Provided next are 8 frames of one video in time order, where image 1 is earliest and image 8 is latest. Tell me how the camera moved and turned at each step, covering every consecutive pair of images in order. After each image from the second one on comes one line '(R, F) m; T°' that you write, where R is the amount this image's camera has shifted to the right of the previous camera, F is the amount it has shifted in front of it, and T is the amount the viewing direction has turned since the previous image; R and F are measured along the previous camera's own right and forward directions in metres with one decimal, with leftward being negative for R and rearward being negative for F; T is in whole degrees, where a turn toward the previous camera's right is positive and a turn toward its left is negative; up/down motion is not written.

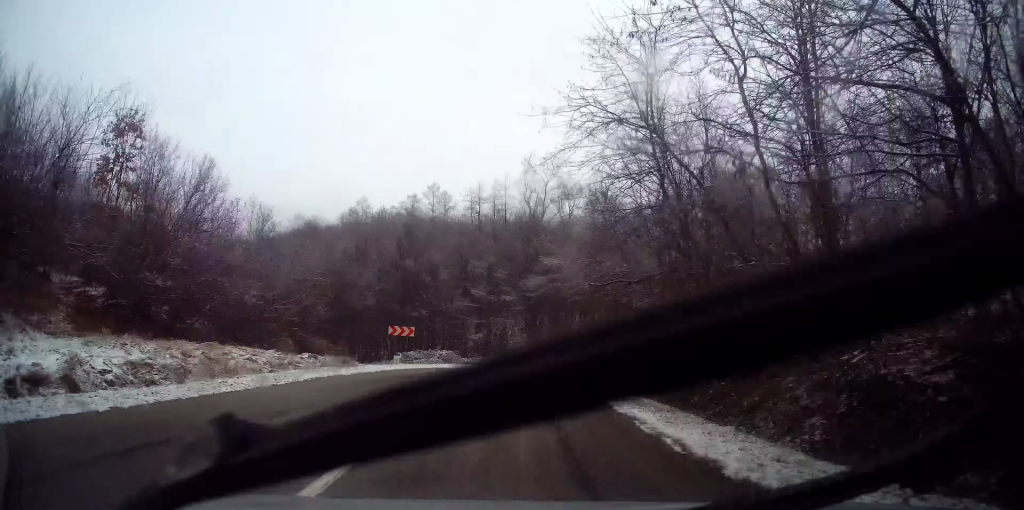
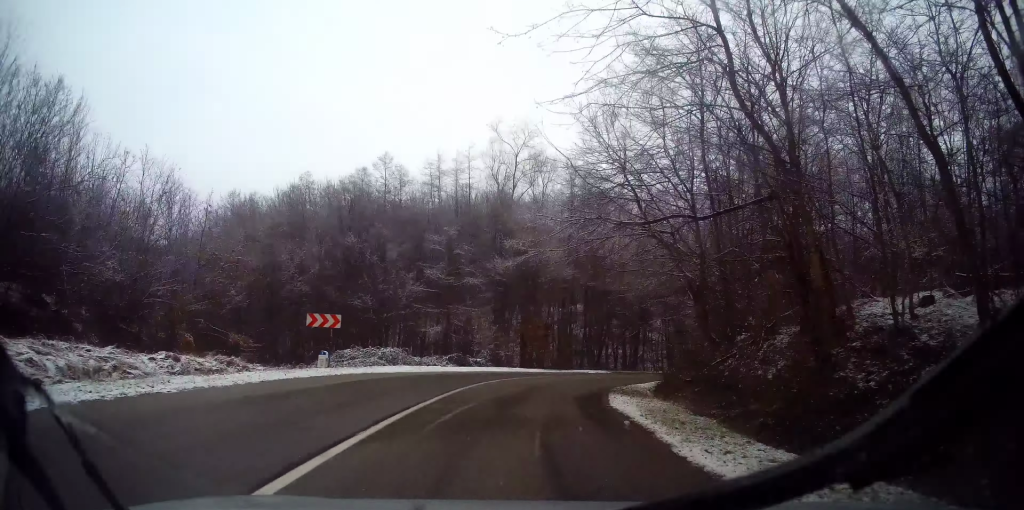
(+0.1, +8.4) m; +3°
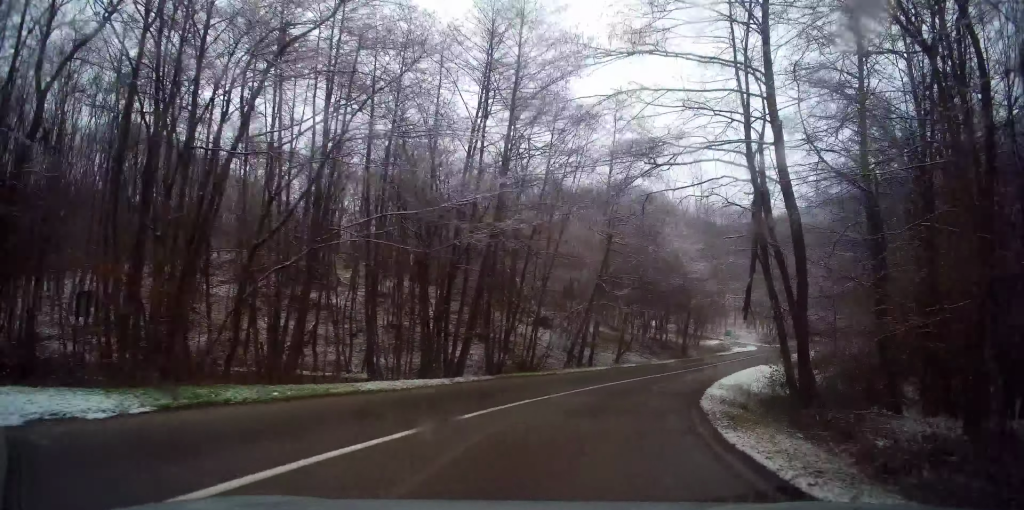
(+8.5, +32.0) m; +36°
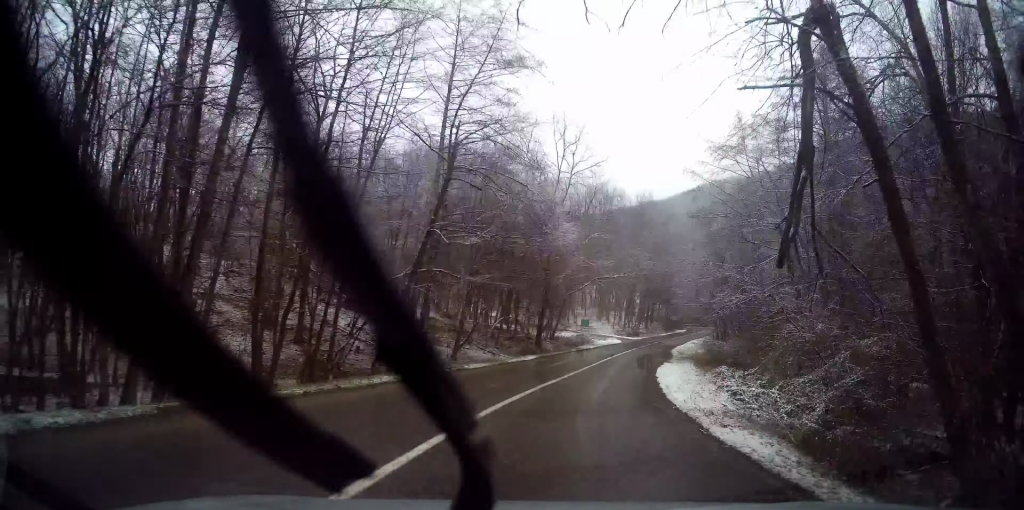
(+2.0, +12.6) m; +15°
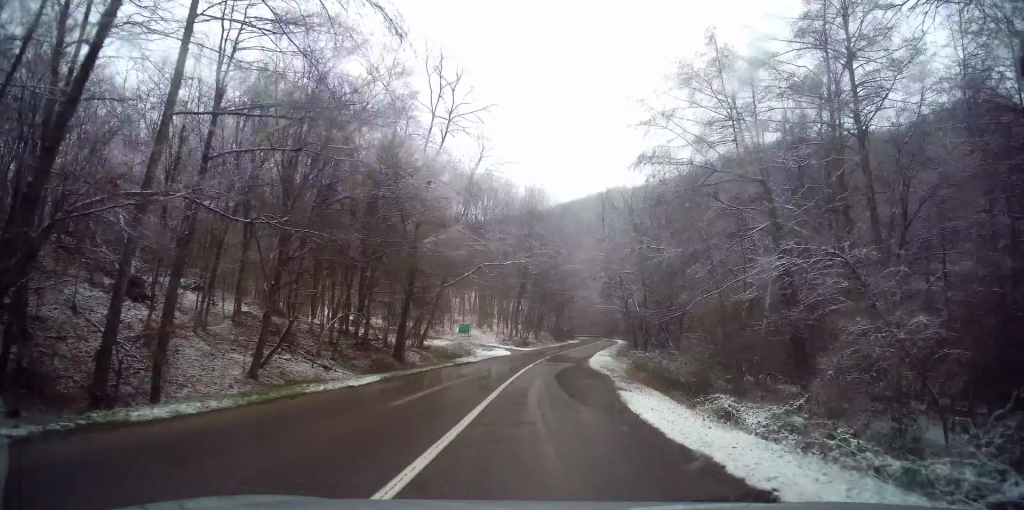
(+1.4, +13.2) m; +10°
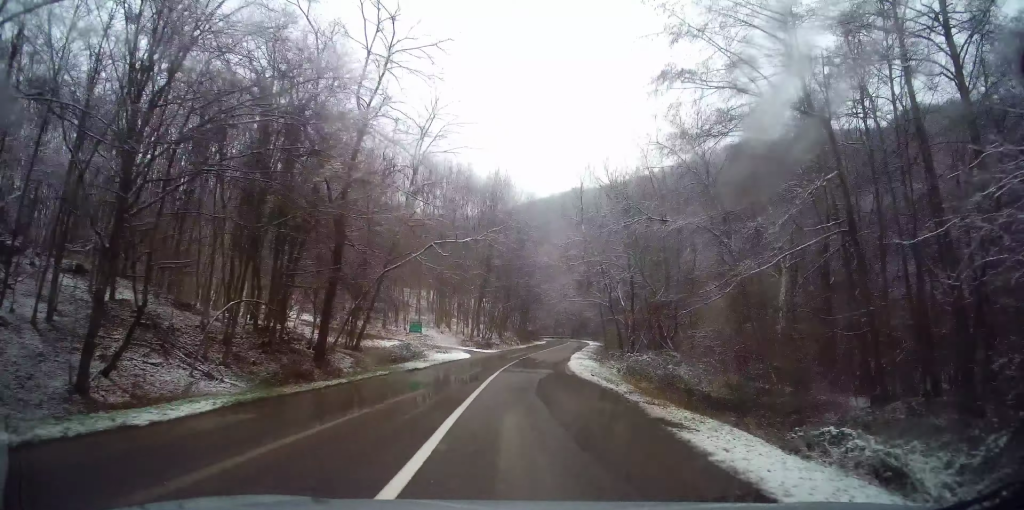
(+0.1, +7.4) m; +4°
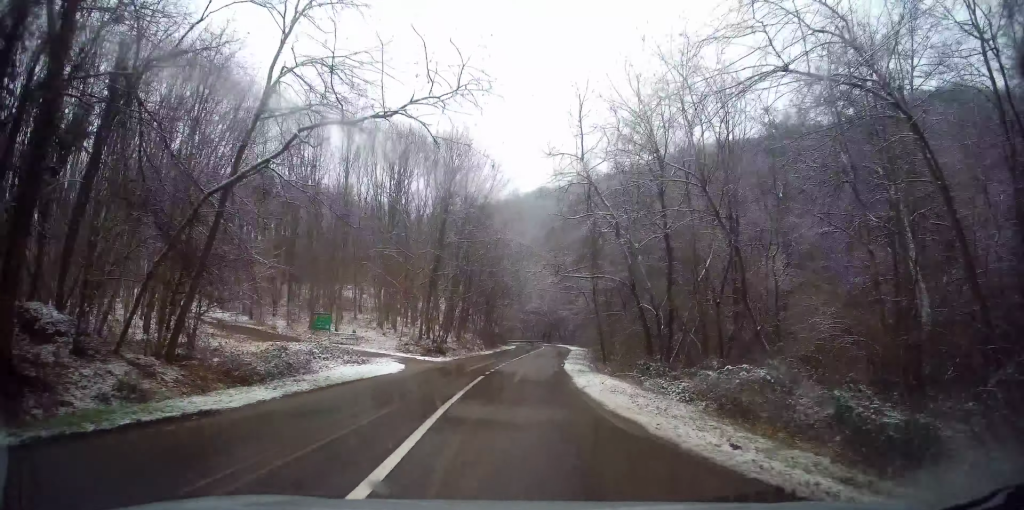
(+1.0, +14.7) m; +7°
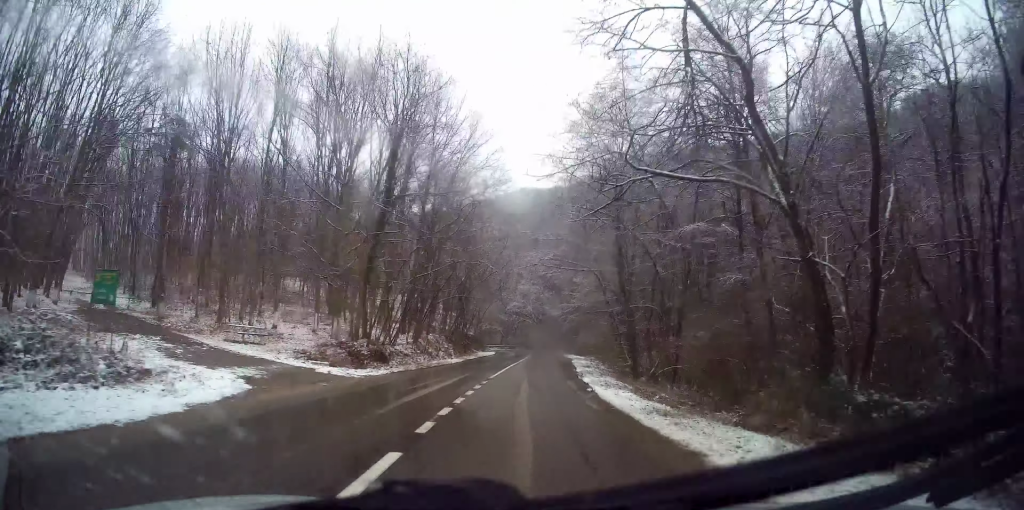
(+0.9, +14.4) m; +4°
